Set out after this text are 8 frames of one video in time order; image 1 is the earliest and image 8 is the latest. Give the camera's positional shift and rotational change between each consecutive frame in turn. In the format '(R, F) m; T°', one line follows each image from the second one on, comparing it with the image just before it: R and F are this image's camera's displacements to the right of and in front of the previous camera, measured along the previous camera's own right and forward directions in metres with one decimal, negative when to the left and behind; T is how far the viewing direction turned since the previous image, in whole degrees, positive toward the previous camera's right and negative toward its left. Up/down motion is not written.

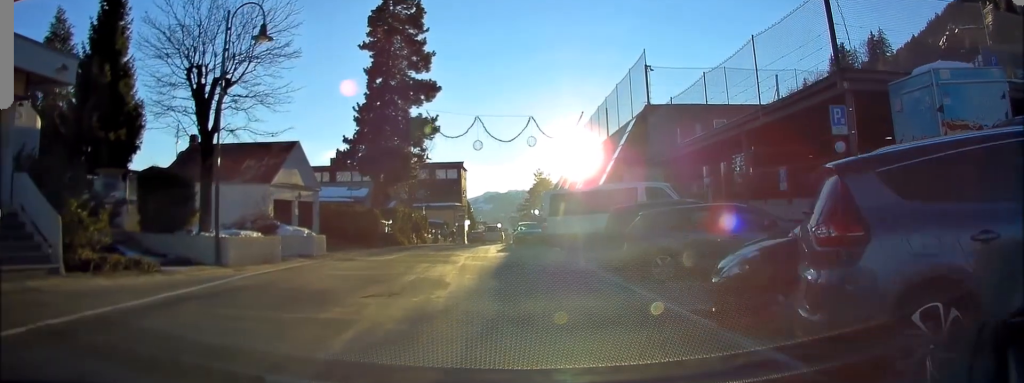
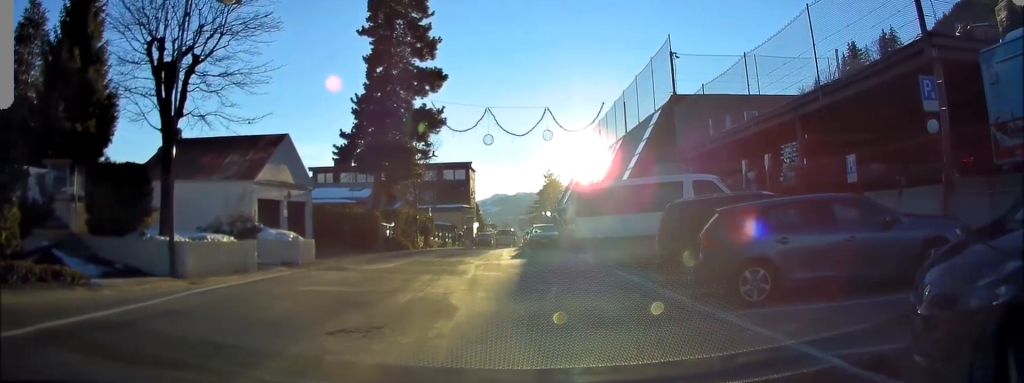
(0.0, +3.5) m; 0°
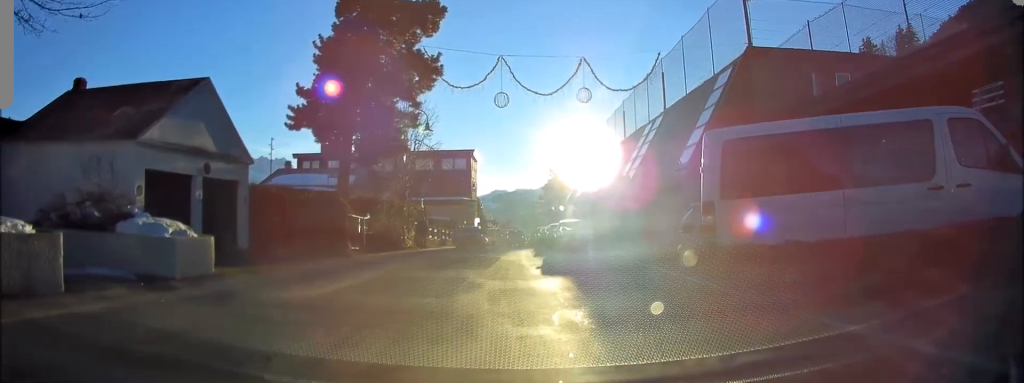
(-0.3, +9.6) m; -2°
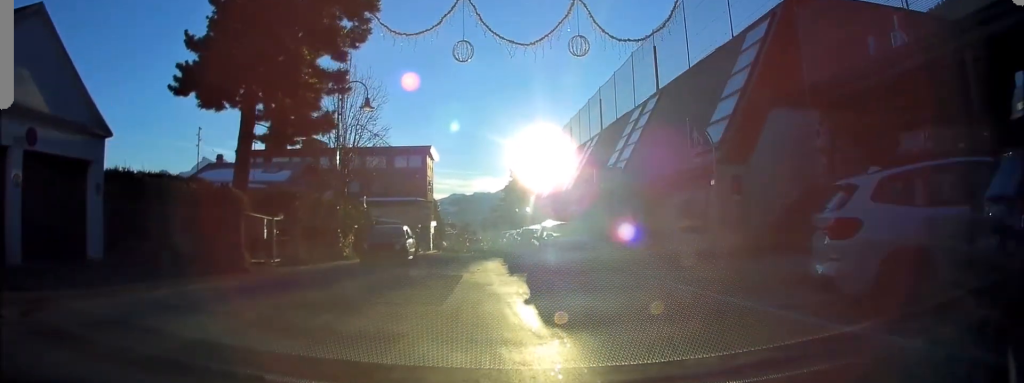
(+0.2, +7.2) m; +4°
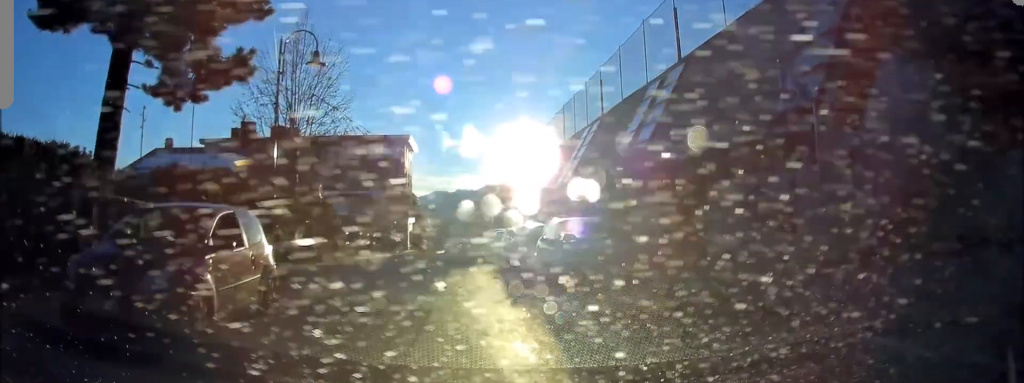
(0.0, +6.1) m; -6°
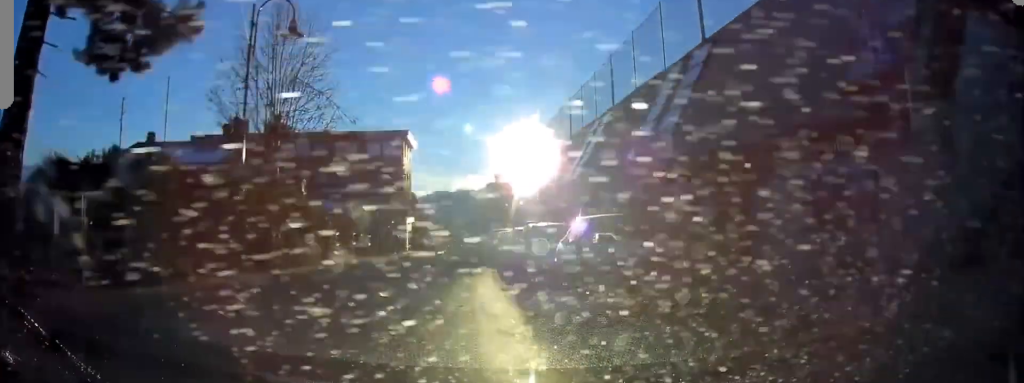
(-0.3, +2.7) m; -1°
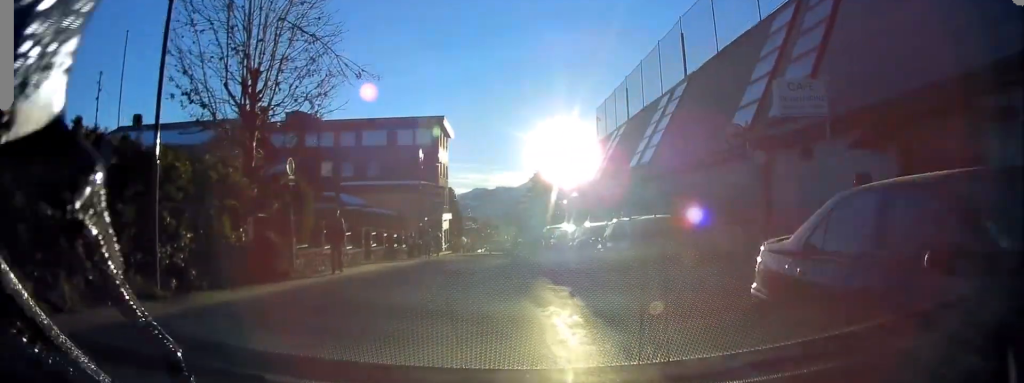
(+0.1, +6.4) m; 0°
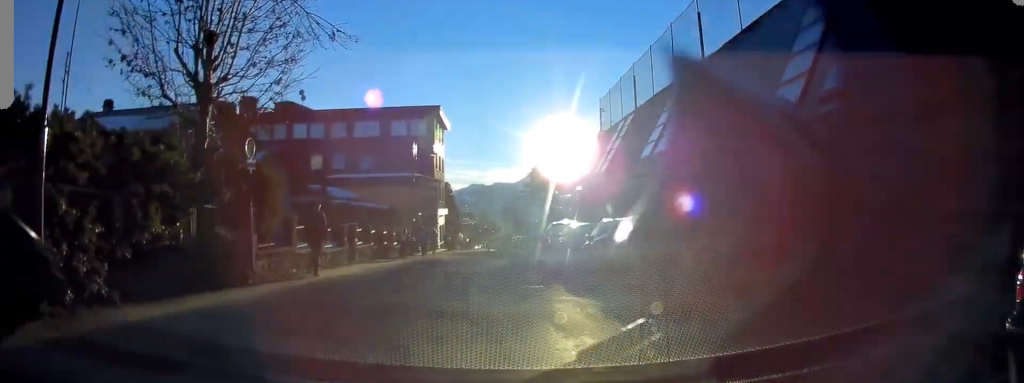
(-0.1, +2.8) m; 0°
